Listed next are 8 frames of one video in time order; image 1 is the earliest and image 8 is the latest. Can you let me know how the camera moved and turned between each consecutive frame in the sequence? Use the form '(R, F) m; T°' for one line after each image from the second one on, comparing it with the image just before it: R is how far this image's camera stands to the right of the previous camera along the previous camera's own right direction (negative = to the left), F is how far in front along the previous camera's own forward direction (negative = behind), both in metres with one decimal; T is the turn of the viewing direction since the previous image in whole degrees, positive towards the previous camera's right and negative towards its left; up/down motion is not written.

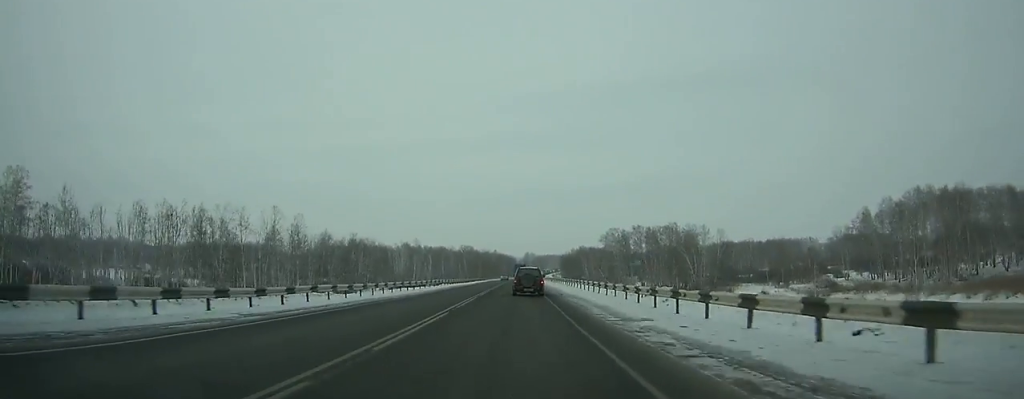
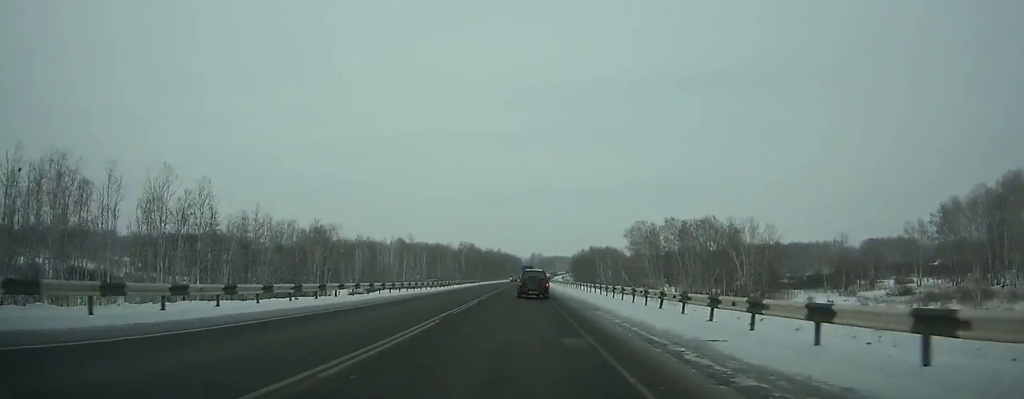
(0.0, +38.1) m; 0°
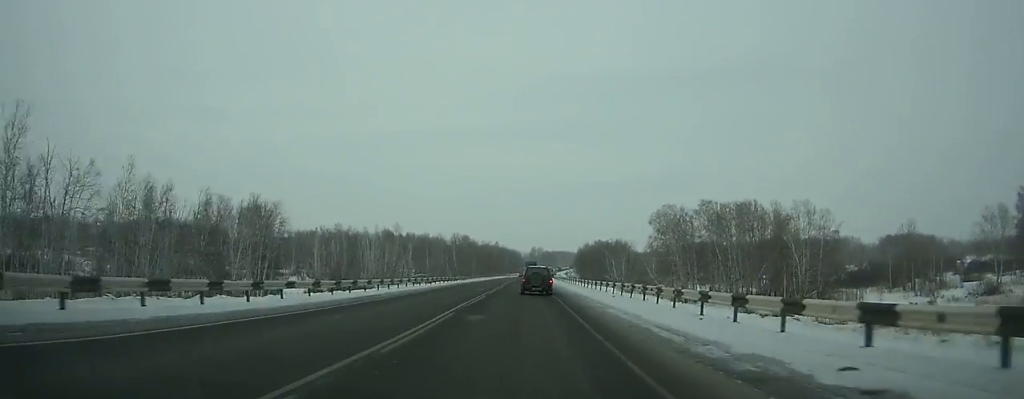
(-0.1, +33.6) m; 0°
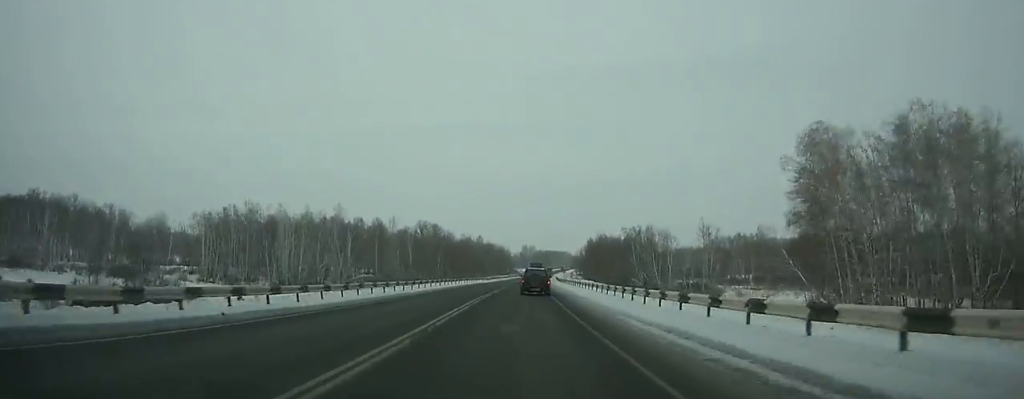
(+0.5, +78.0) m; +1°
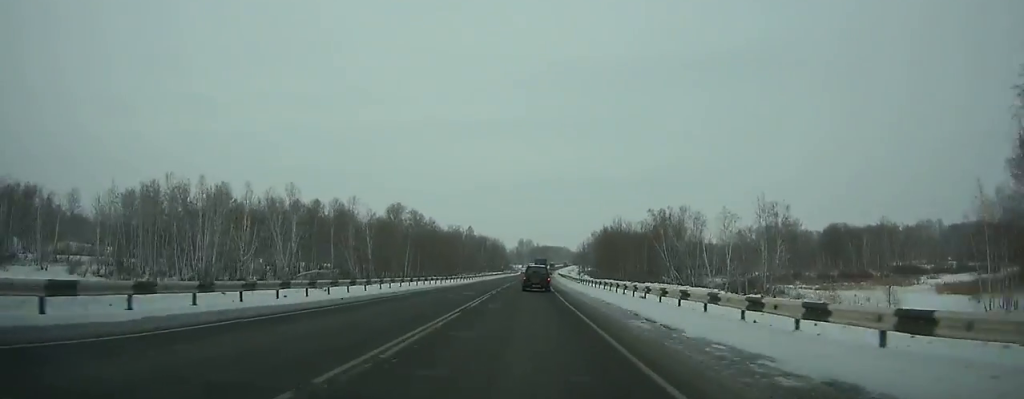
(+0.3, +42.9) m; +1°
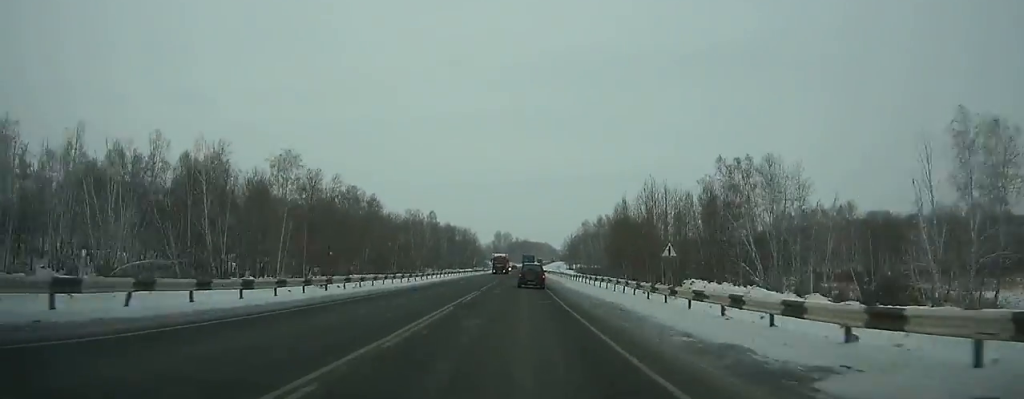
(+0.5, +58.7) m; +1°
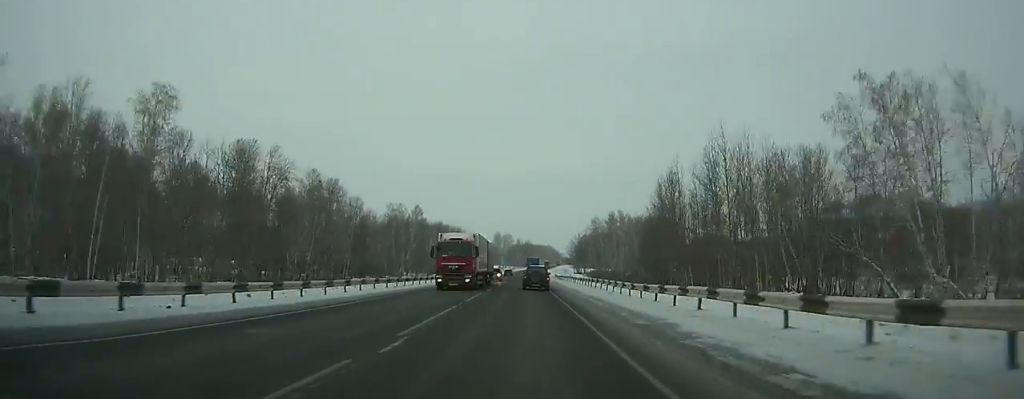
(+0.1, +33.9) m; 0°
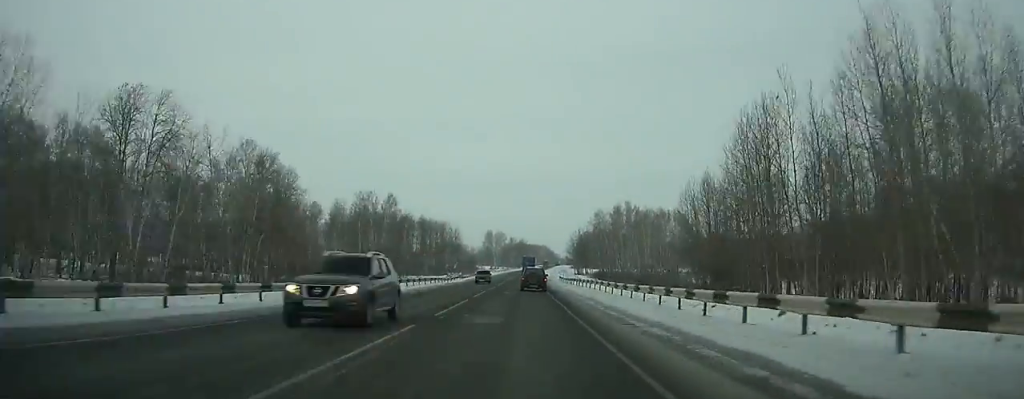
(+0.2, +31.6) m; 0°
